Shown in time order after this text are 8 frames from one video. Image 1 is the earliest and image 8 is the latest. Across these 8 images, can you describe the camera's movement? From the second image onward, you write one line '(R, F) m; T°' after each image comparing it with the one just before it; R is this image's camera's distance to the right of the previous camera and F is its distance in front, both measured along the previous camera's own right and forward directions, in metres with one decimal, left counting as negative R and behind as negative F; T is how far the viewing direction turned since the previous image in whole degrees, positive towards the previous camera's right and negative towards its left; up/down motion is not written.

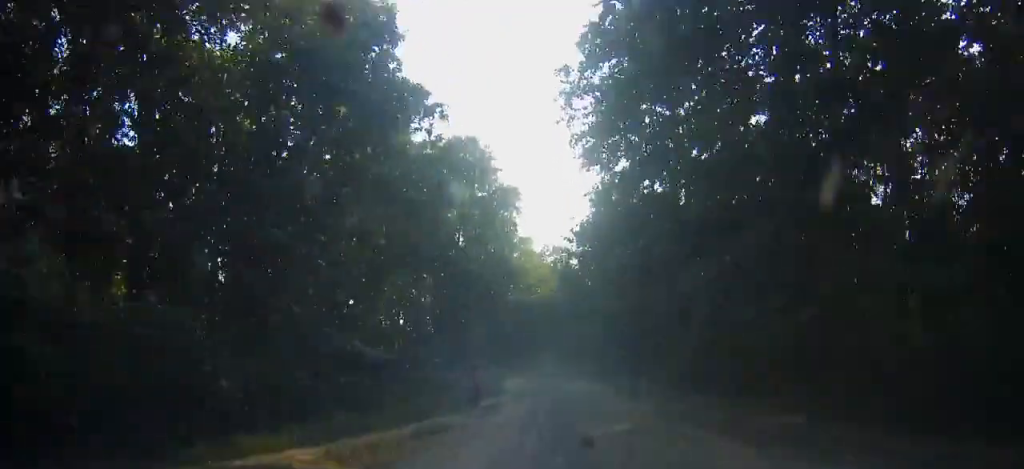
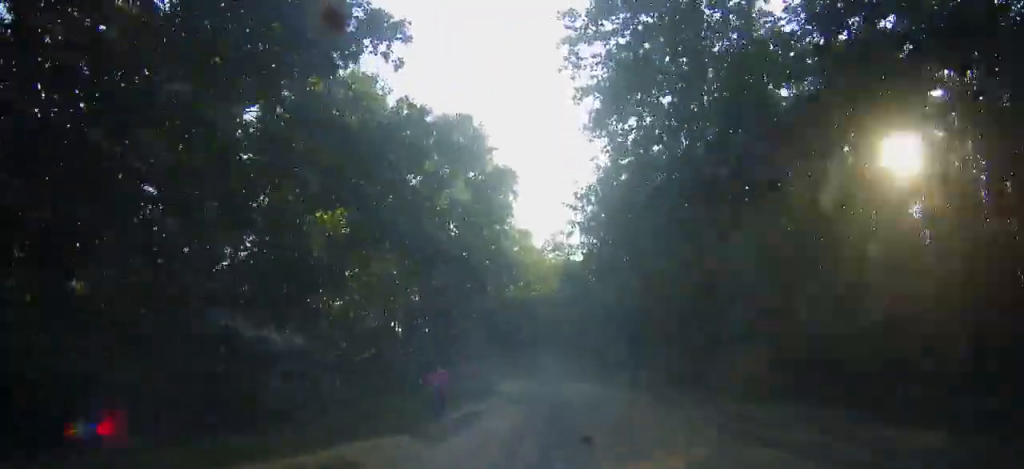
(+0.1, +7.6) m; 0°
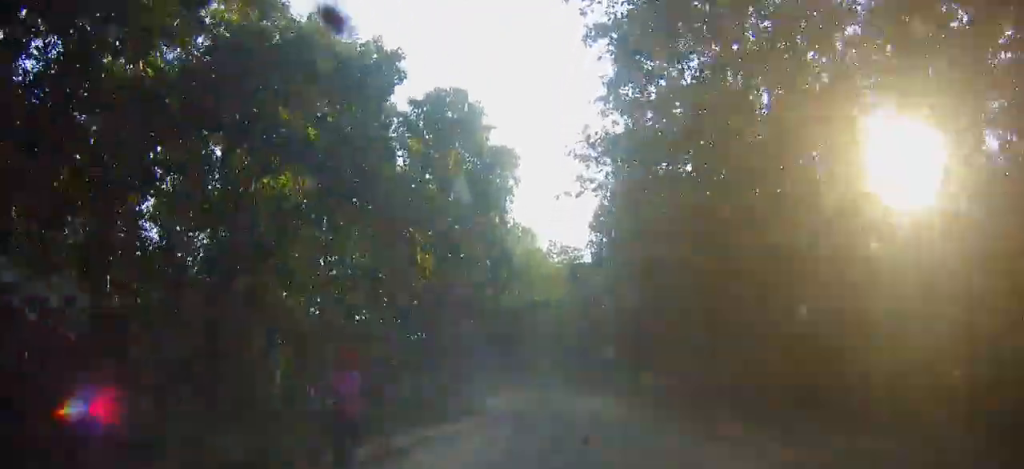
(-0.2, +8.1) m; -1°
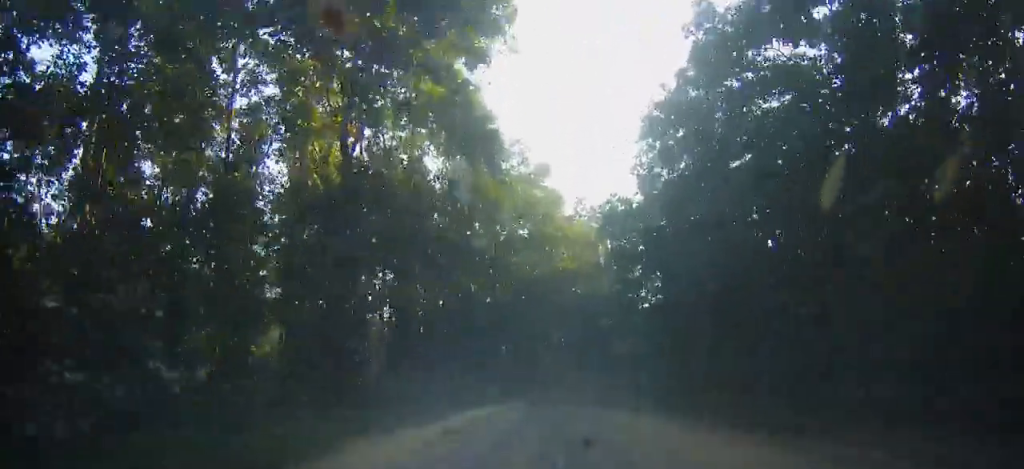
(-0.5, +29.5) m; -1°
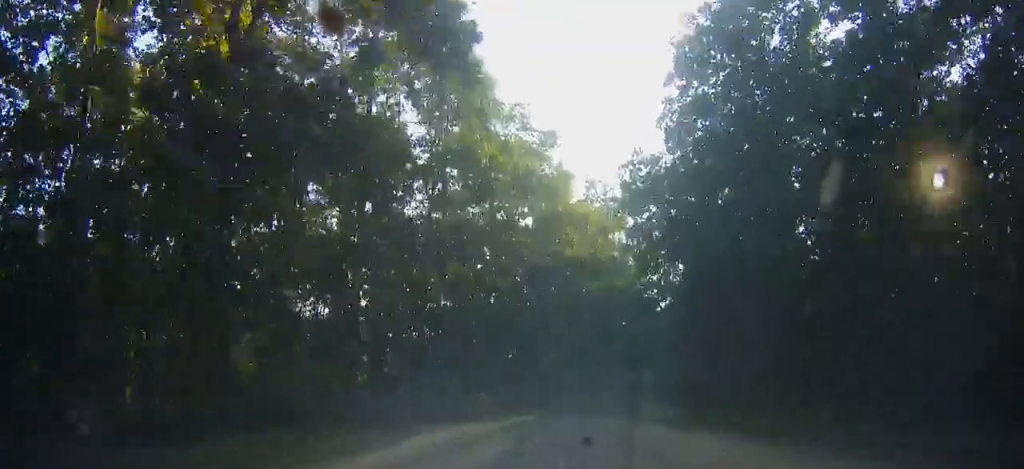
(0.0, +10.7) m; 0°
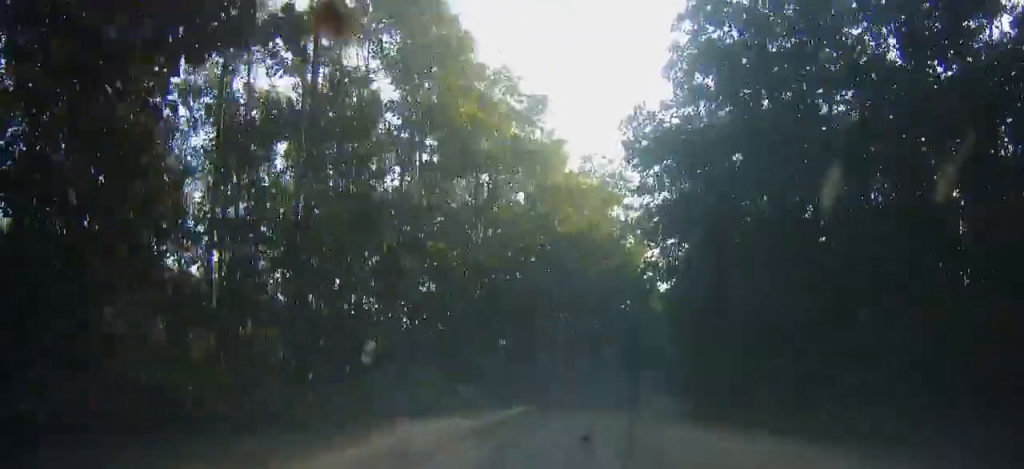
(0.0, +5.7) m; -1°
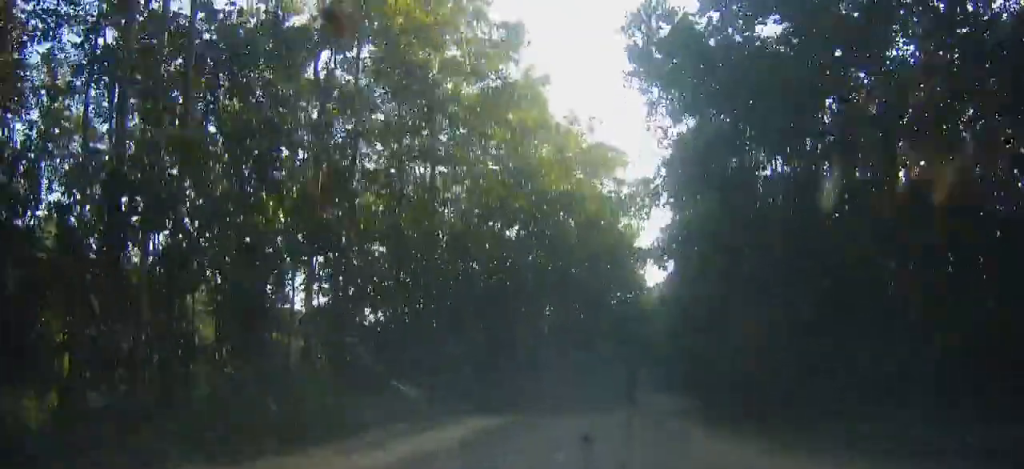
(-0.1, +10.7) m; -1°
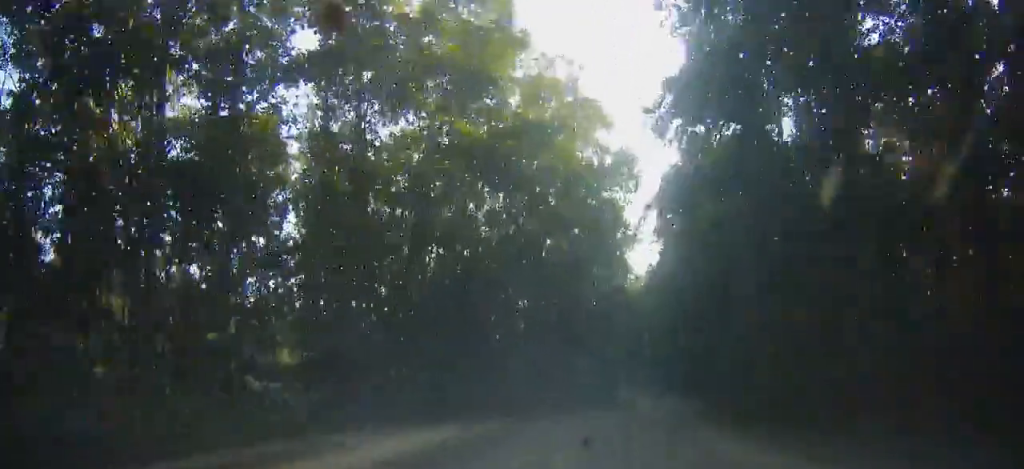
(-0.2, +10.0) m; +1°
